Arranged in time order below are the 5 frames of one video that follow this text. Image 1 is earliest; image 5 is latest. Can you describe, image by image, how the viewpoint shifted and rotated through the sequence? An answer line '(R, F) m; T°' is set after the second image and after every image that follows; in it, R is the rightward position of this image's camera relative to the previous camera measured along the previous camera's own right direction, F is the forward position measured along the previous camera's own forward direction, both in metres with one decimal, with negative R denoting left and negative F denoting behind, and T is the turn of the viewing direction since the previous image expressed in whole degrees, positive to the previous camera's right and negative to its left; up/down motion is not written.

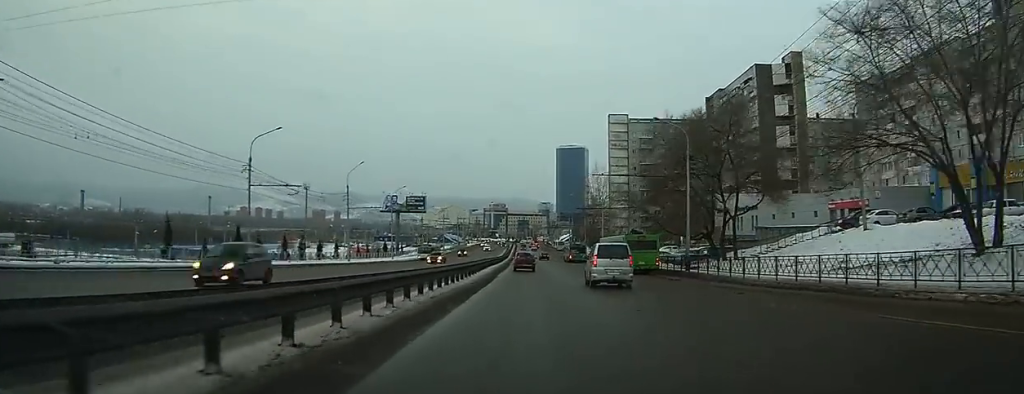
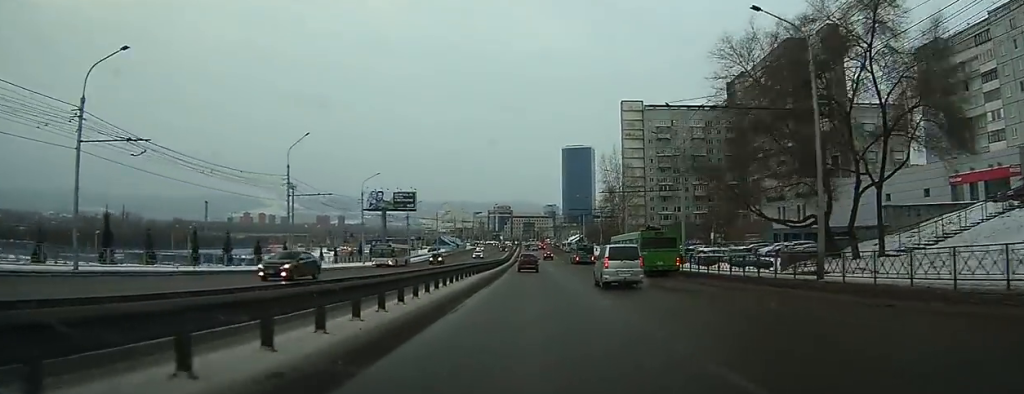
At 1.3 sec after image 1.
(+0.2, +19.6) m; +1°
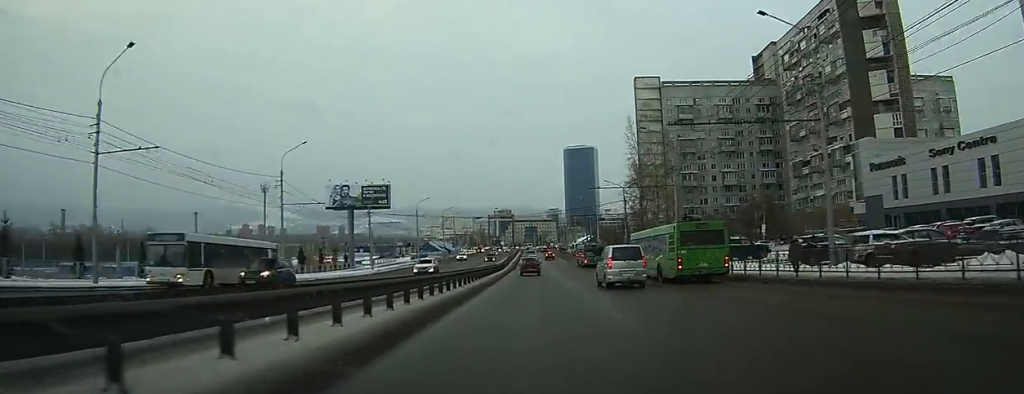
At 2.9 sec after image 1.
(+0.1, +25.1) m; 0°
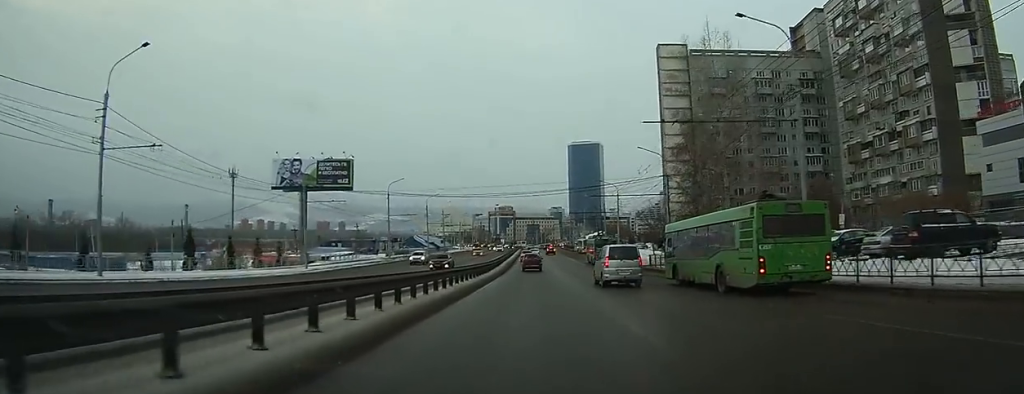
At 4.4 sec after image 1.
(0.0, +23.8) m; 0°
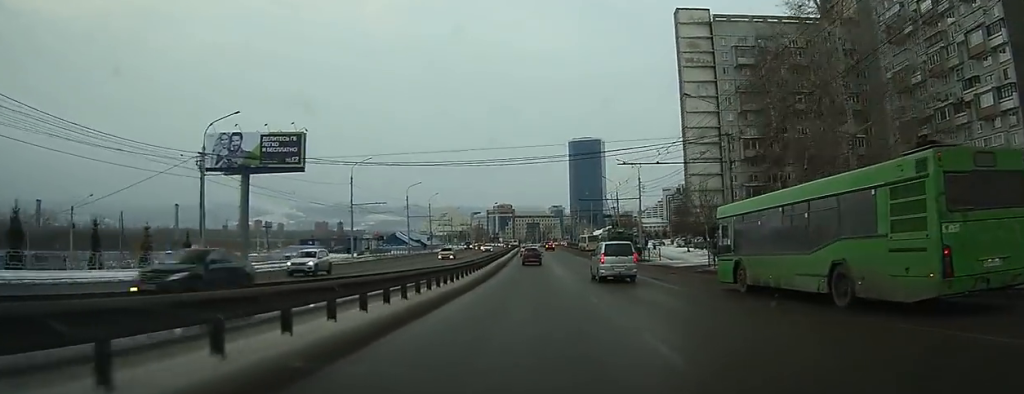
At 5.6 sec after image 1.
(-0.1, +18.6) m; 0°
